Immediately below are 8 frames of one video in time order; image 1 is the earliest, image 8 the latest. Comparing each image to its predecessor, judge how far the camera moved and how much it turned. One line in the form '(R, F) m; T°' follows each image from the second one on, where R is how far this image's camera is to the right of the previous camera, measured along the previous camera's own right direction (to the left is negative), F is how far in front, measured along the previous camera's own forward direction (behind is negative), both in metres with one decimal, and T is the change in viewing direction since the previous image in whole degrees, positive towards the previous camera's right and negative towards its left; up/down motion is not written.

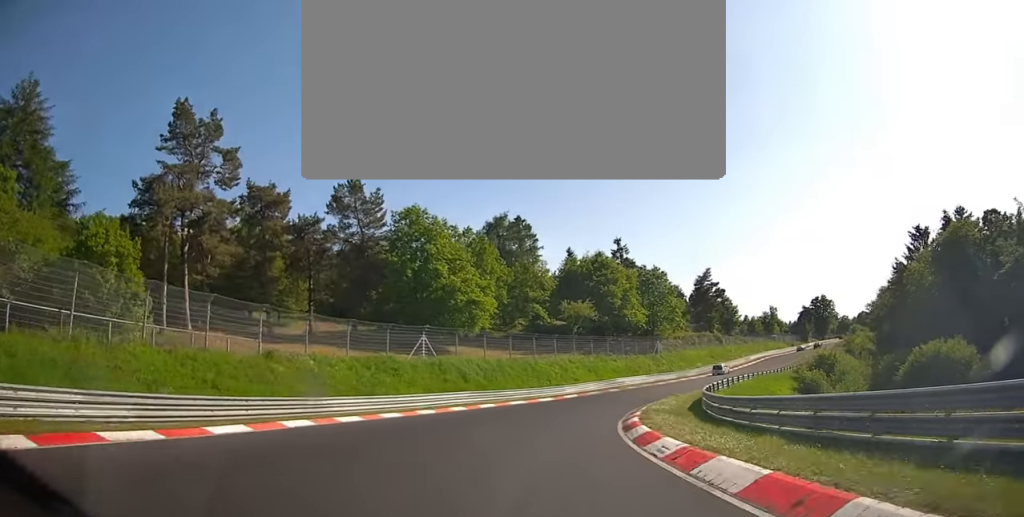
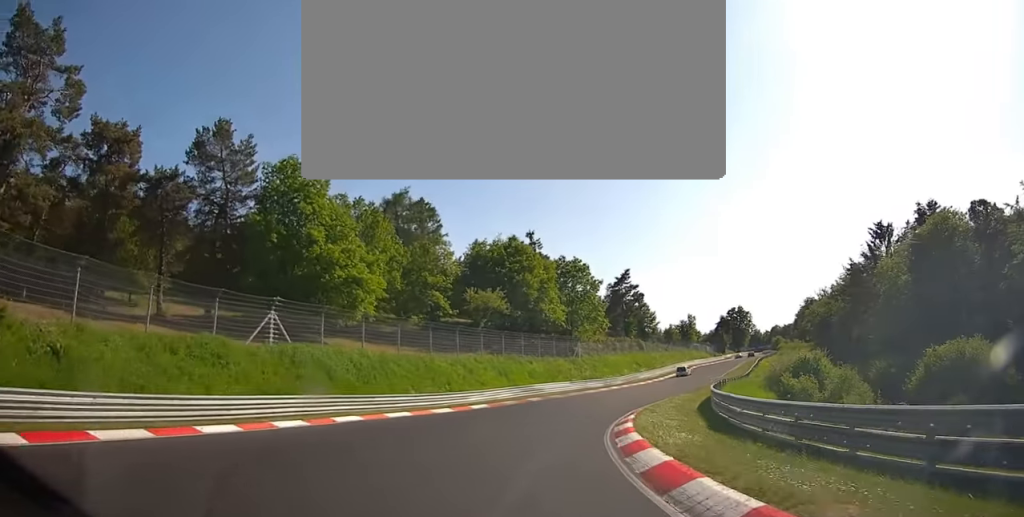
(+0.8, +14.7) m; +9°
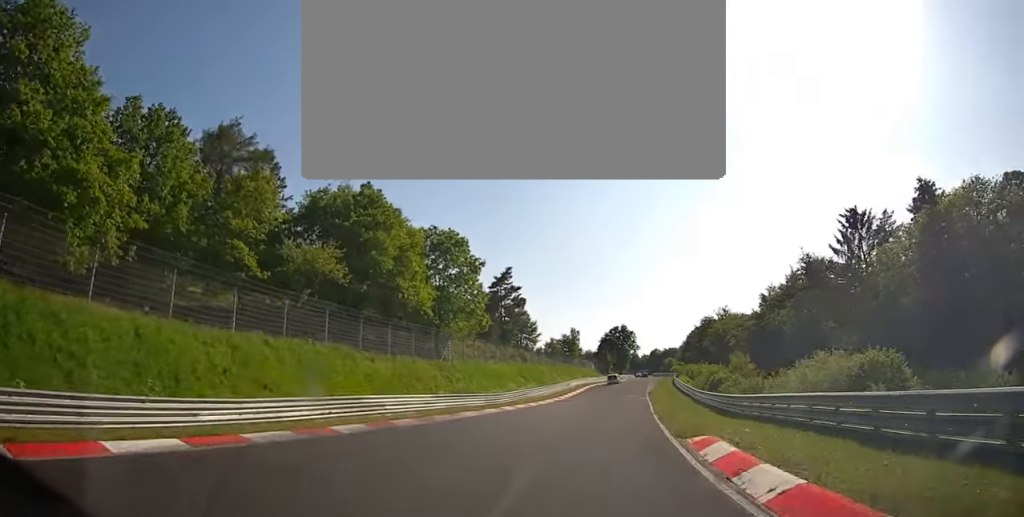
(+2.4, +24.3) m; +11°
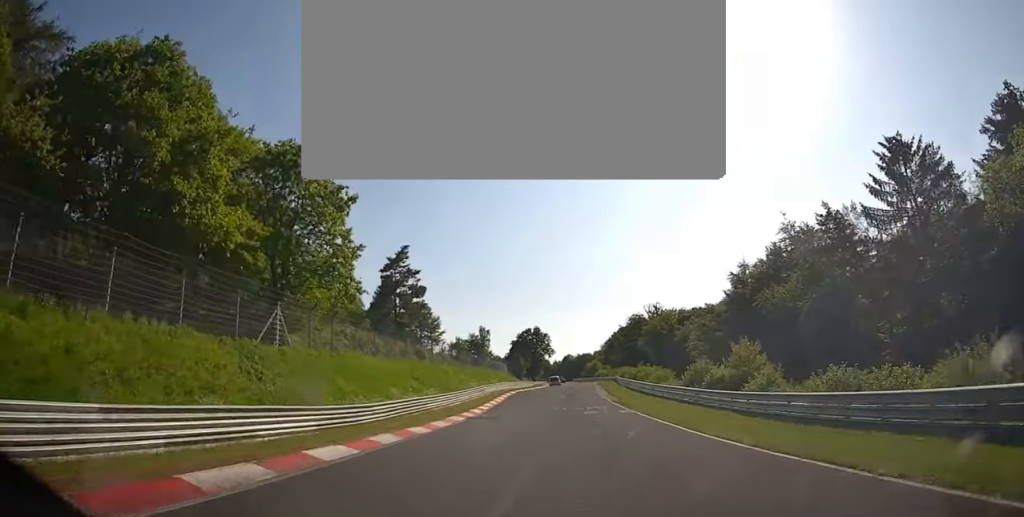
(+2.1, +25.4) m; +6°
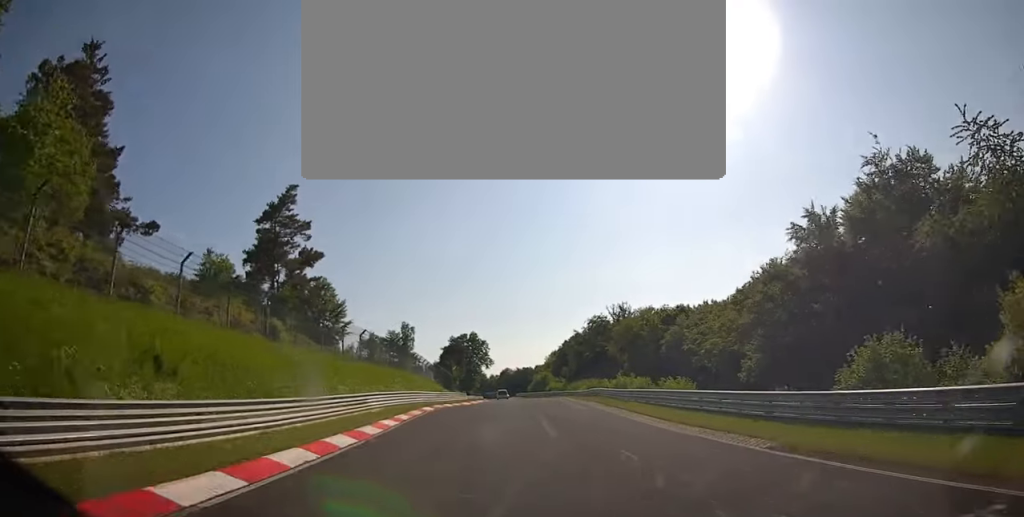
(+1.4, +32.2) m; +4°
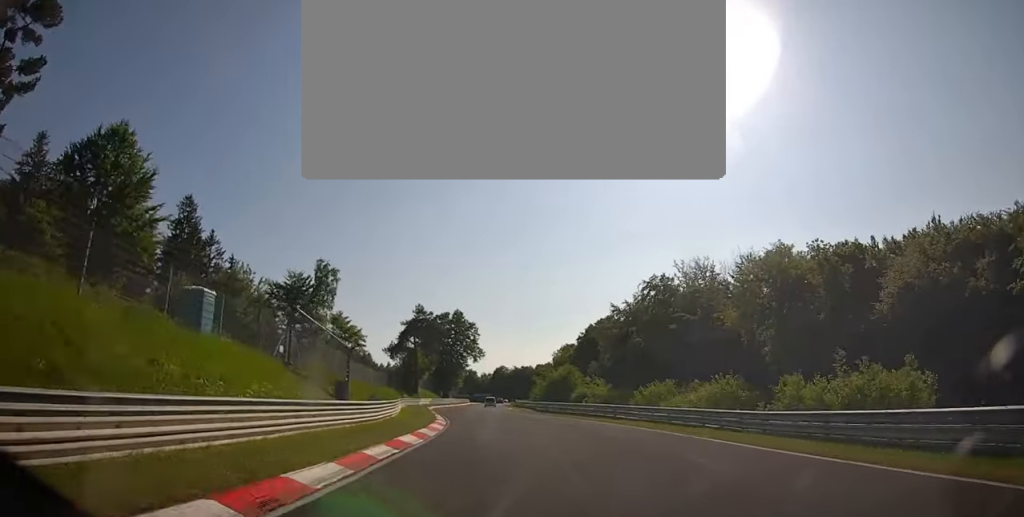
(+0.8, +52.5) m; 0°
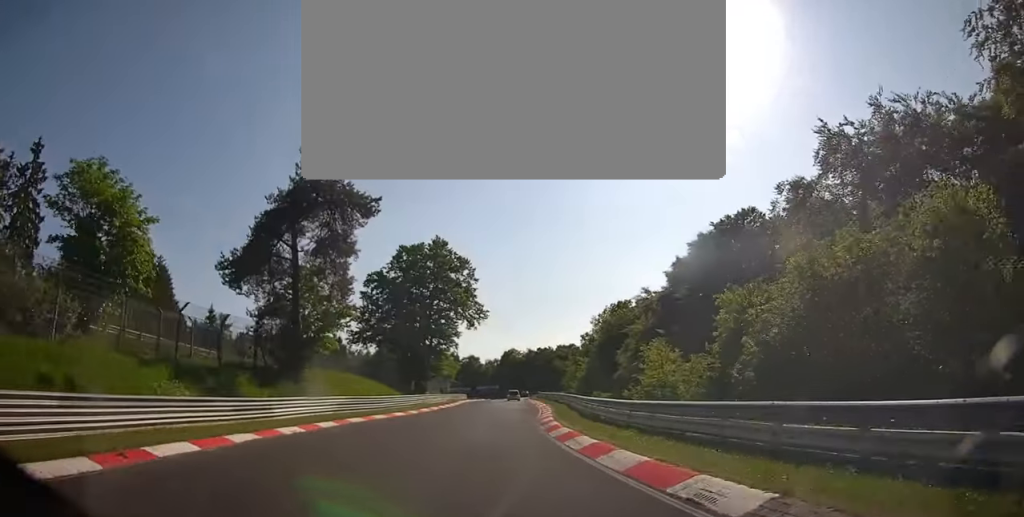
(-0.2, +58.7) m; 0°
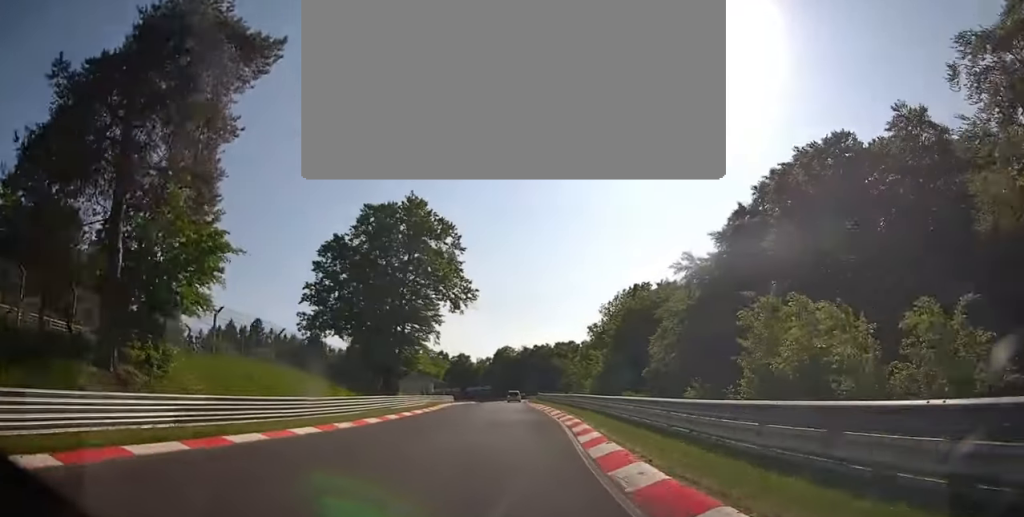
(0.0, +16.3) m; 0°
